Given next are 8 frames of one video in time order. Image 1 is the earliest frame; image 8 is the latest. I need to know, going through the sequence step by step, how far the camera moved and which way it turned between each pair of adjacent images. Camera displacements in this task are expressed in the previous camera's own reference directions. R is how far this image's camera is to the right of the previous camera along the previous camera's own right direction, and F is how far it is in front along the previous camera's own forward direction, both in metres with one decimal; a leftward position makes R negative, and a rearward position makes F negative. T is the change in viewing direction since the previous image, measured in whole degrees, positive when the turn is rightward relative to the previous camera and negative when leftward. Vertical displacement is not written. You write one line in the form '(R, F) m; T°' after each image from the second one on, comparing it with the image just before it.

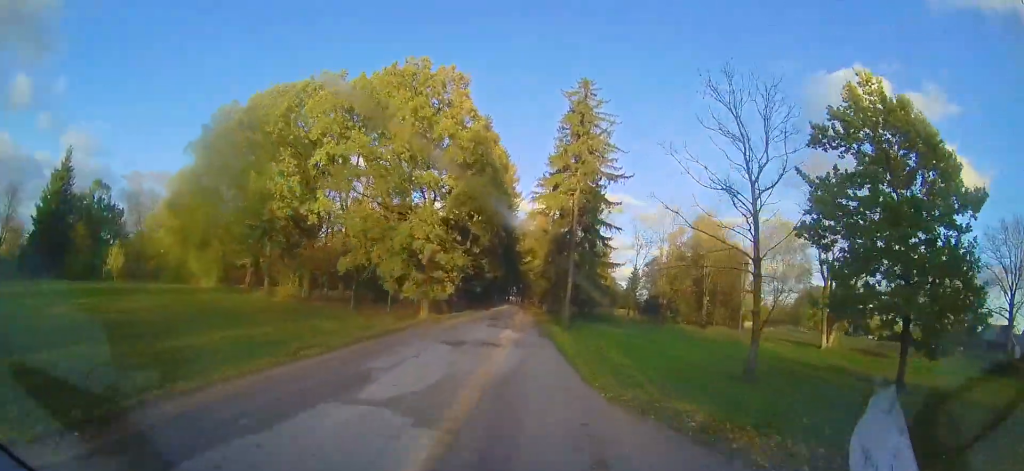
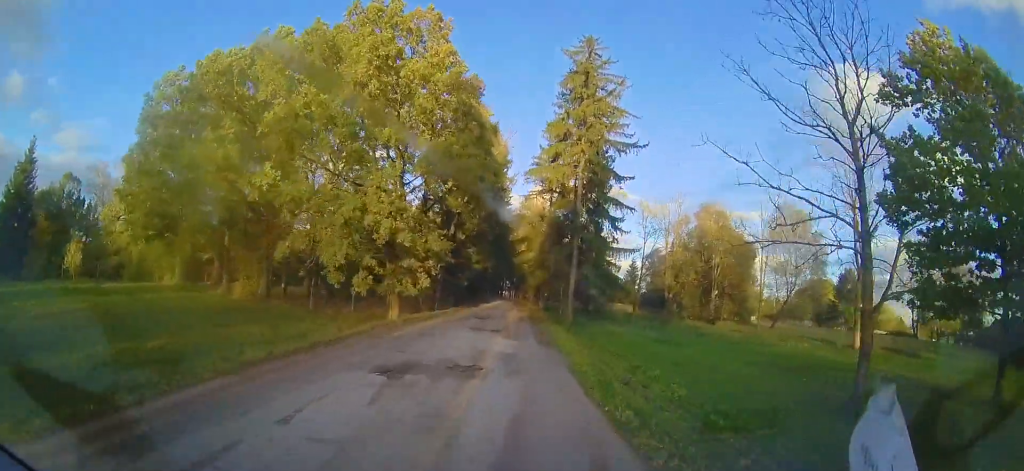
(+0.2, +5.3) m; +2°
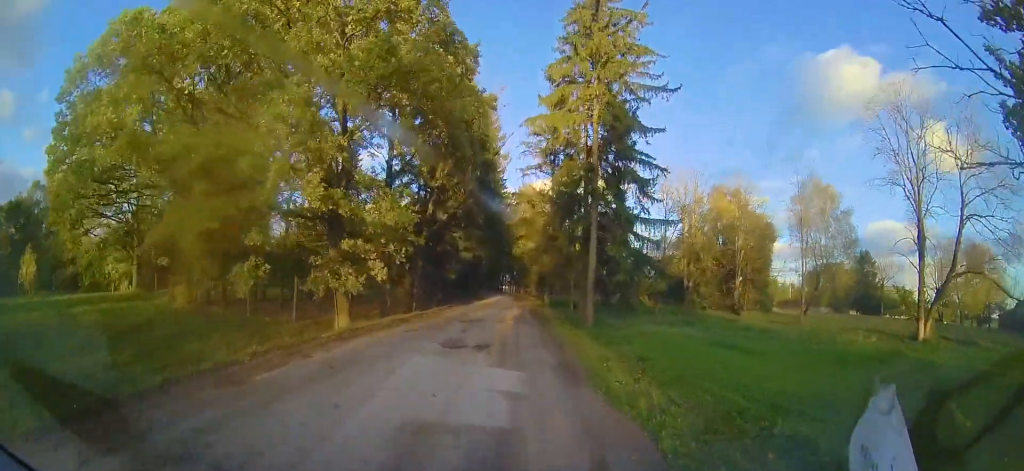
(0.0, +6.7) m; -1°
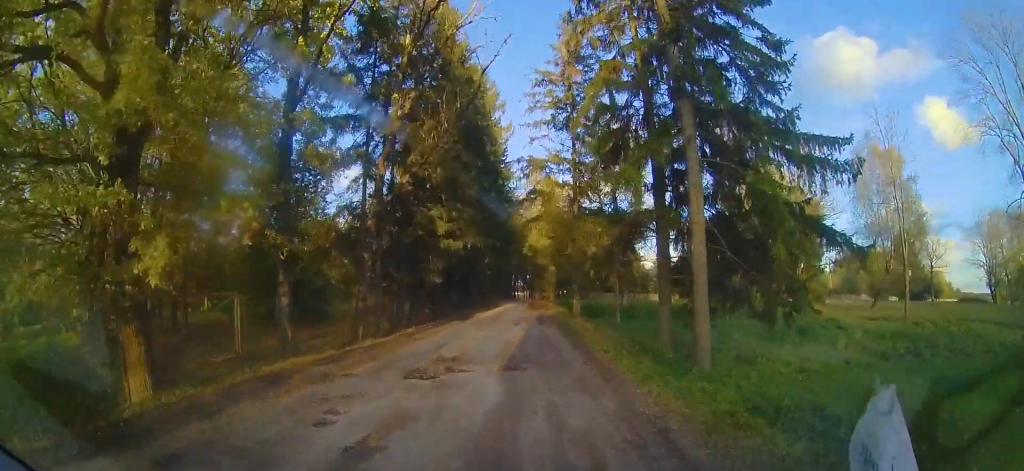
(-0.2, +10.0) m; -2°
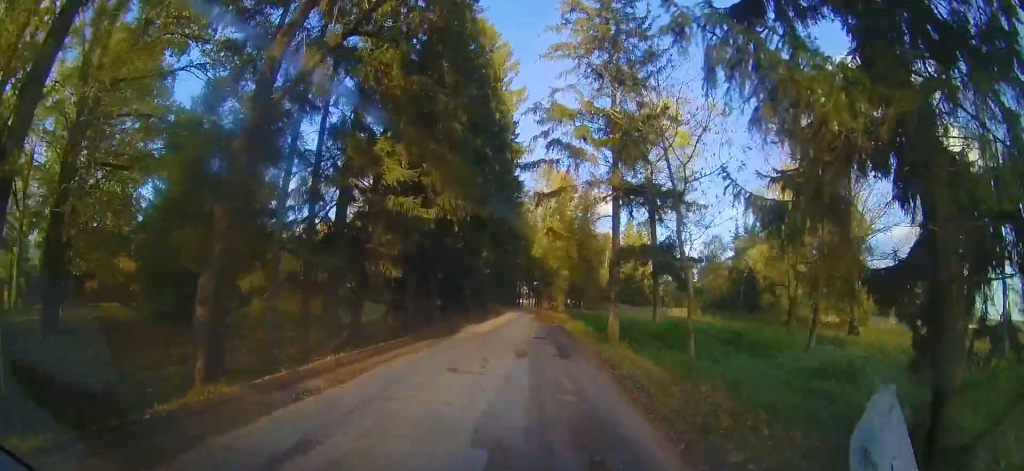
(-0.1, +8.5) m; 0°
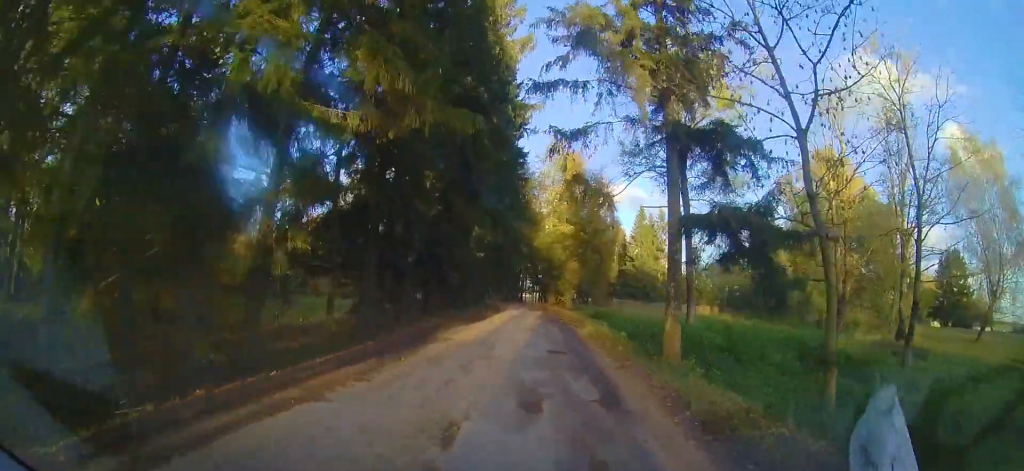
(-0.1, +5.7) m; +1°
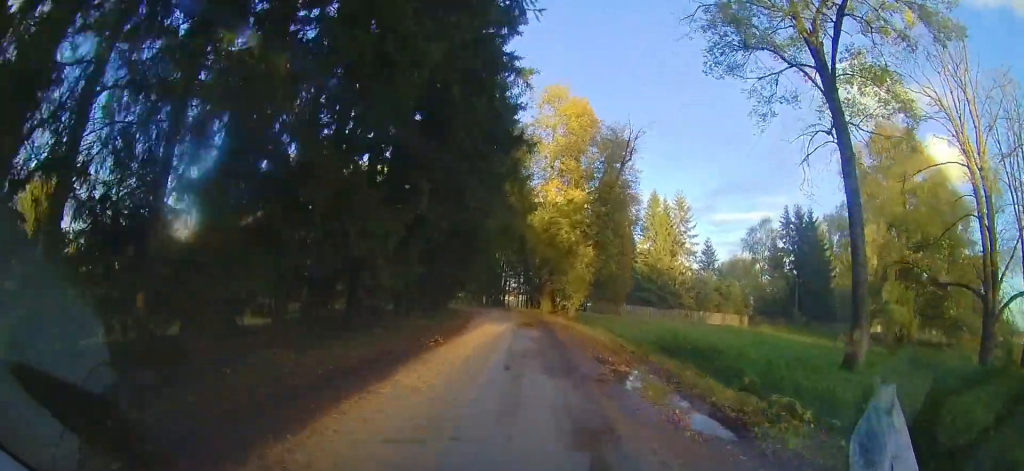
(+0.9, +14.3) m; +7°
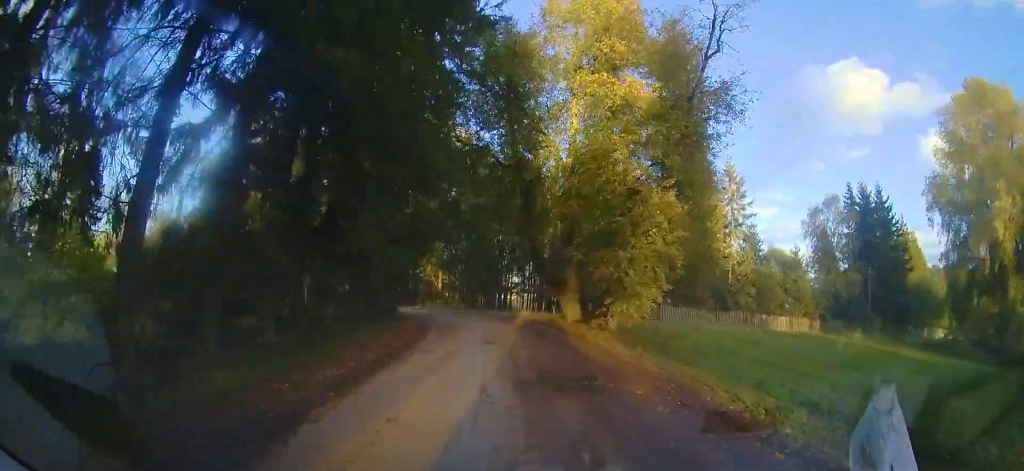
(+0.8, +12.5) m; +4°
